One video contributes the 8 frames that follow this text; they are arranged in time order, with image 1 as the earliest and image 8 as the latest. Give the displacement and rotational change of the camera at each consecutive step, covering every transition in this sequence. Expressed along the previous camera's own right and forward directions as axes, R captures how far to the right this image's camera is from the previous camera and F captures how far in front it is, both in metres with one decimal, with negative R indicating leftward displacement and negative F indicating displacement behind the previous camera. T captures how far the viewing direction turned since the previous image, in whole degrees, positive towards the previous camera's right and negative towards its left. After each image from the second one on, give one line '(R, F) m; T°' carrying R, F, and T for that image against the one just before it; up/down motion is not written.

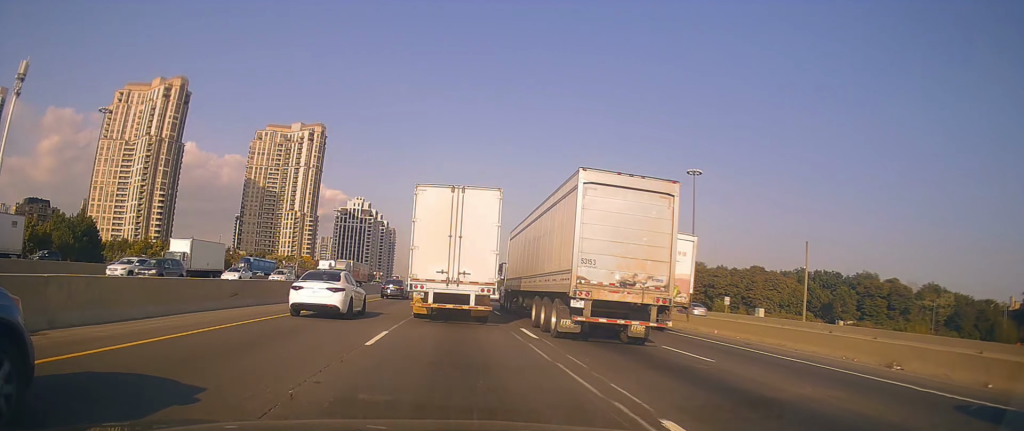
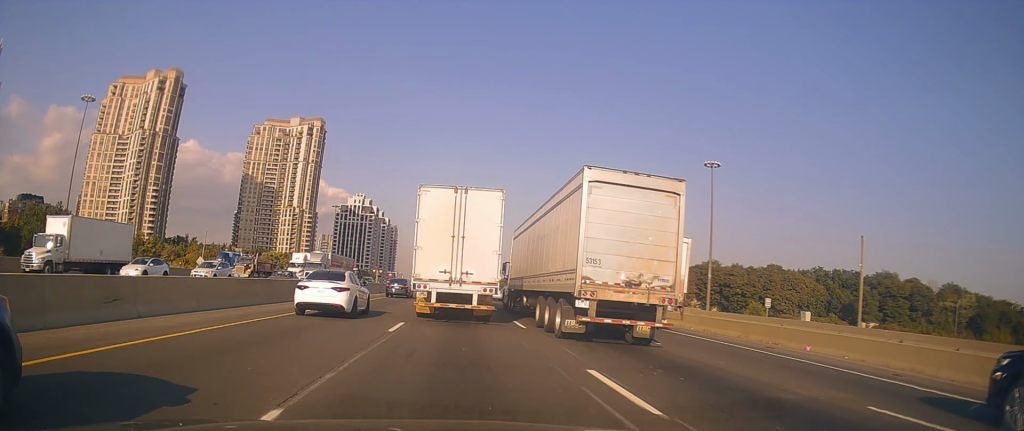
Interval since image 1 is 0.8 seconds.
(+0.1, +8.6) m; 0°
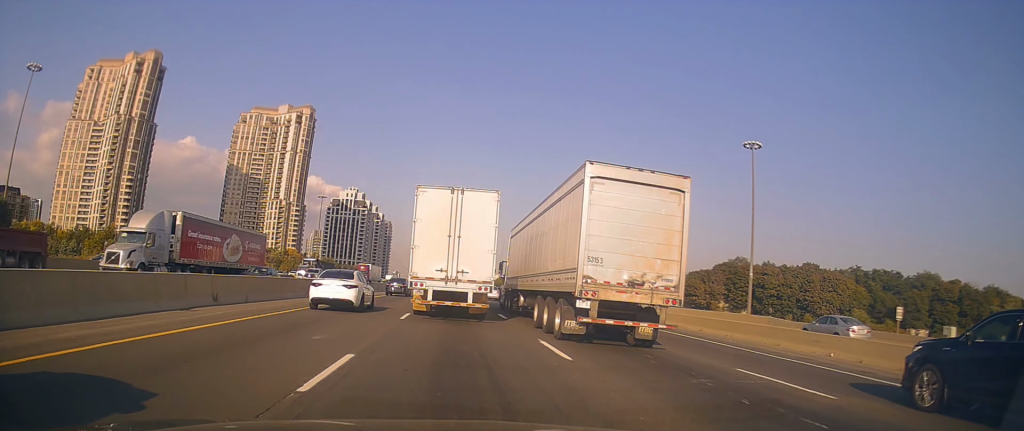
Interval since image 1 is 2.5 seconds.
(-0.1, +20.0) m; 0°
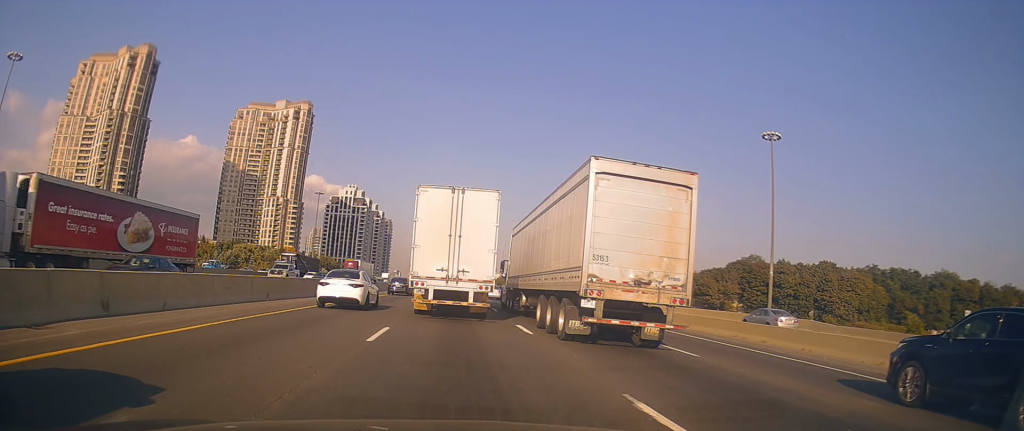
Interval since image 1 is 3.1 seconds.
(+0.1, +6.8) m; -1°
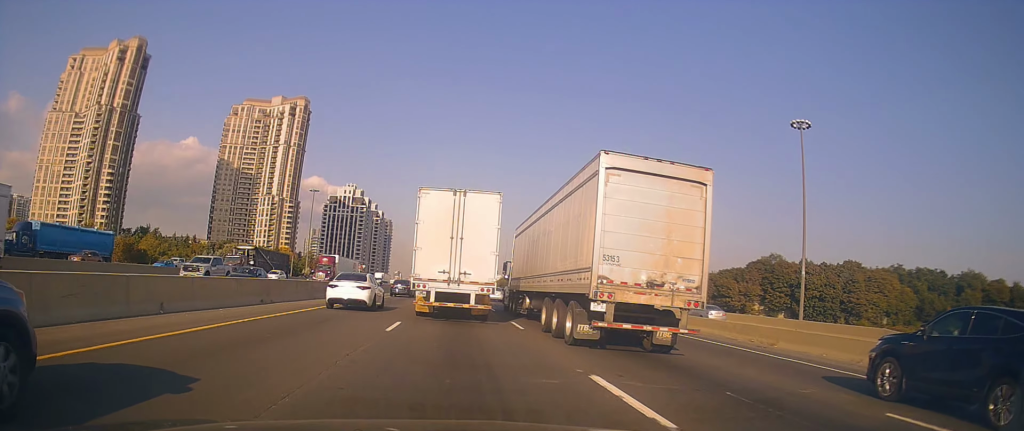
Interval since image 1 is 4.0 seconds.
(-0.2, +9.7) m; 0°
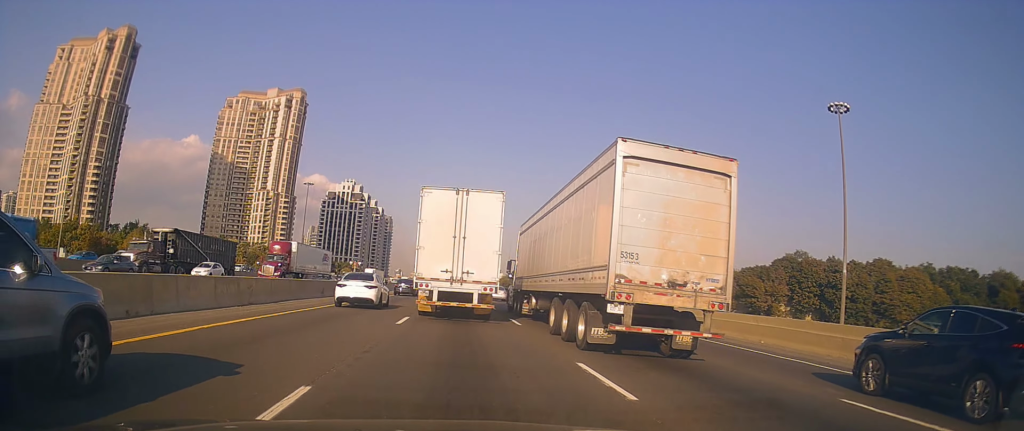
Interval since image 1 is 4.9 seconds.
(+0.1, +10.7) m; +2°
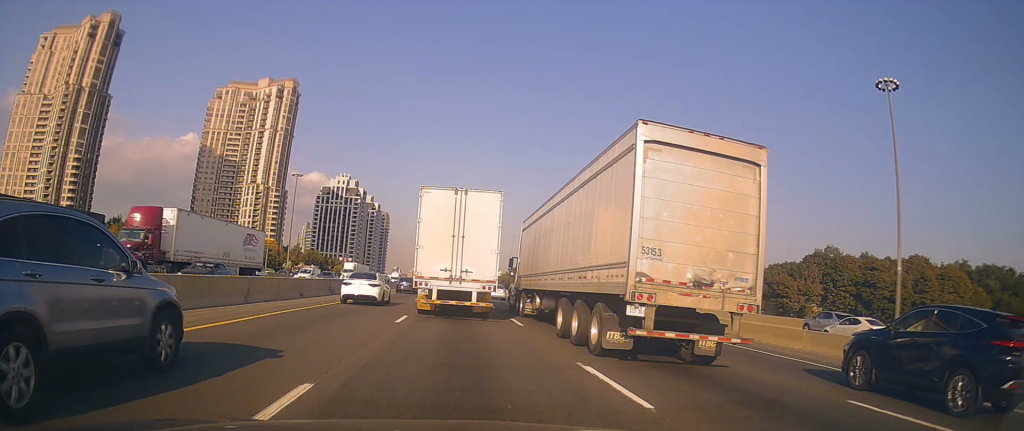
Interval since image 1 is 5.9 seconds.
(+0.5, +12.7) m; 0°
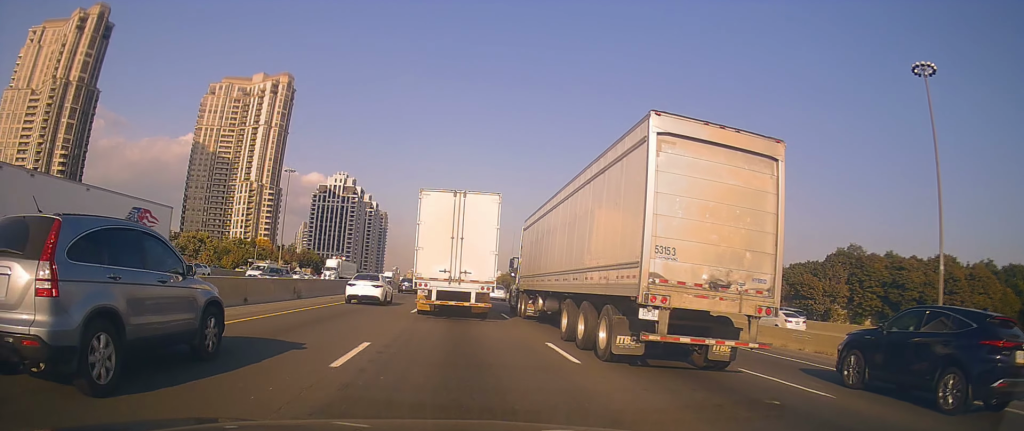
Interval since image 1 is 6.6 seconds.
(0.0, +8.3) m; -2°
